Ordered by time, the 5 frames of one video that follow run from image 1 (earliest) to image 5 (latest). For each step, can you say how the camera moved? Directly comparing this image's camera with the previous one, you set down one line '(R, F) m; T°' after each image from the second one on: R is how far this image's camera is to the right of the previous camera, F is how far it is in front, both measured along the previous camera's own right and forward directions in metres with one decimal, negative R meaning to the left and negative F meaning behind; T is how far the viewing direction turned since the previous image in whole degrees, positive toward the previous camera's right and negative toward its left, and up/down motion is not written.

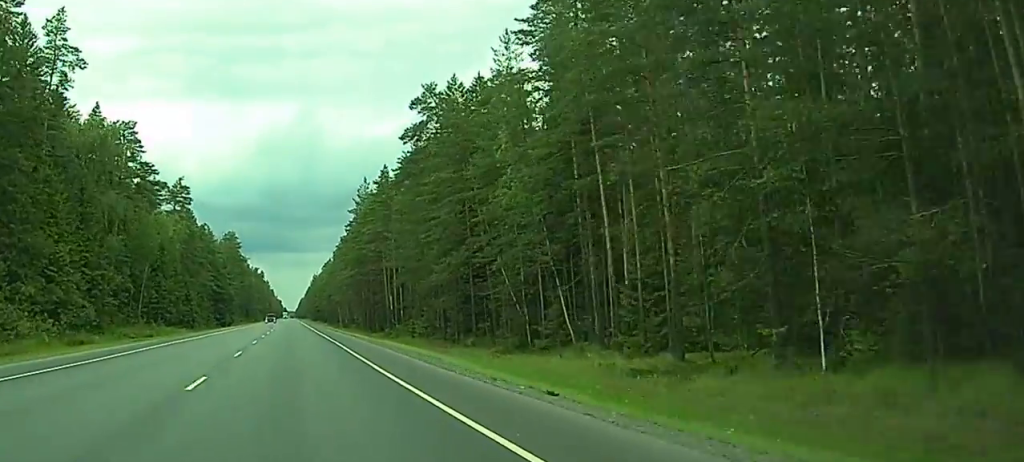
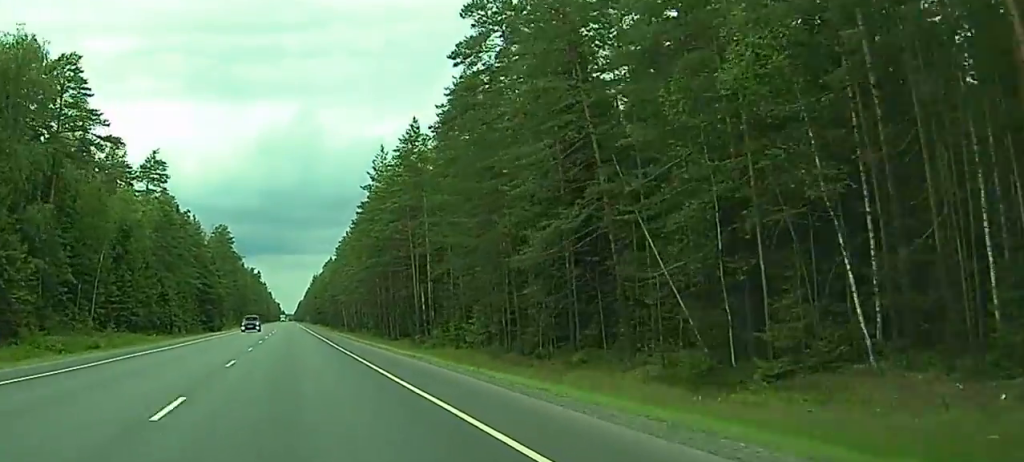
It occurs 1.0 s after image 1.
(-0.1, +28.0) m; 0°
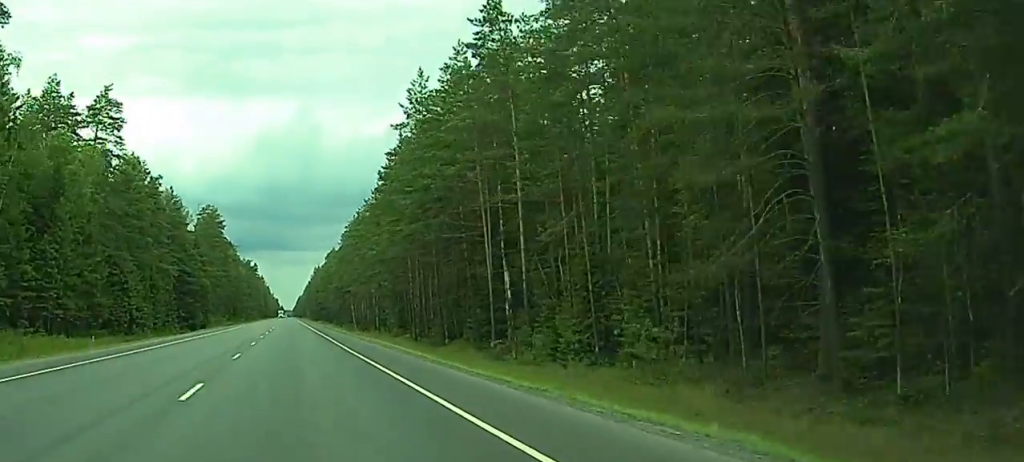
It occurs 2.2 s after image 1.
(-0.1, +33.7) m; 0°
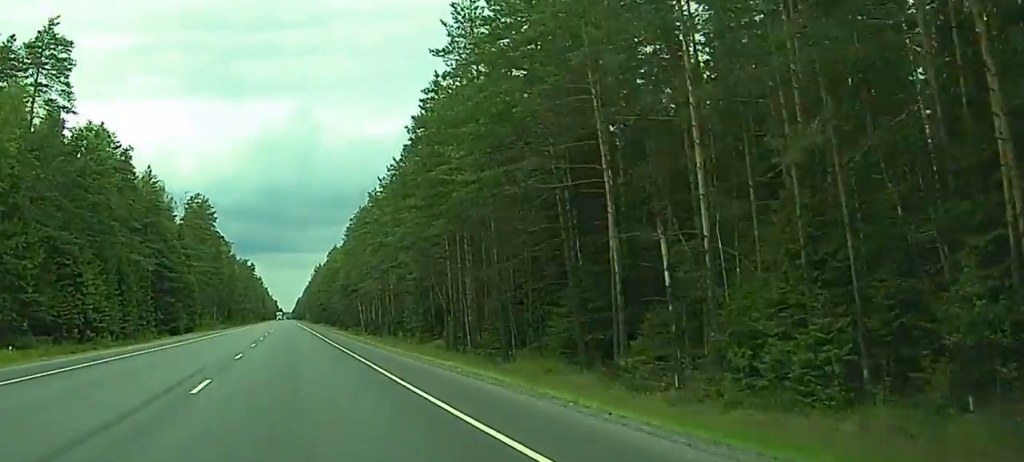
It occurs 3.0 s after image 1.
(+0.1, +22.5) m; 0°
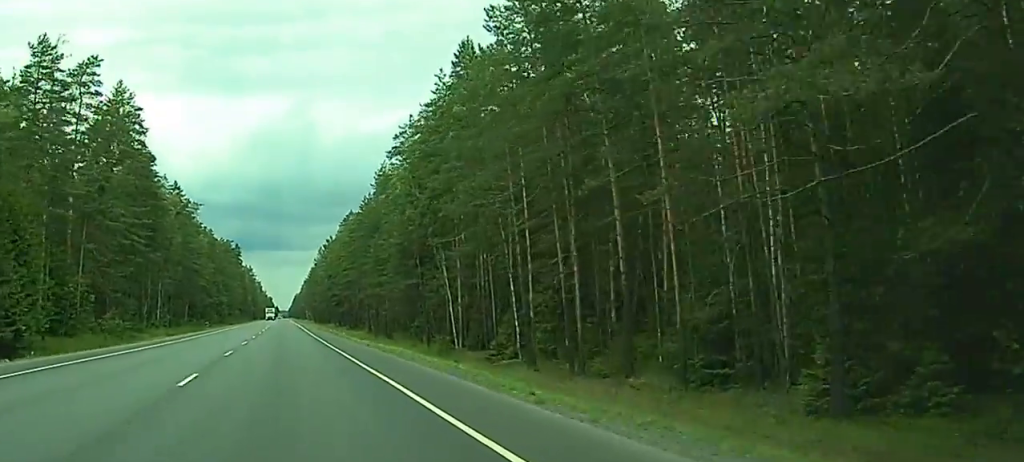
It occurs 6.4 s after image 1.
(+1.1, +95.8) m; +1°
